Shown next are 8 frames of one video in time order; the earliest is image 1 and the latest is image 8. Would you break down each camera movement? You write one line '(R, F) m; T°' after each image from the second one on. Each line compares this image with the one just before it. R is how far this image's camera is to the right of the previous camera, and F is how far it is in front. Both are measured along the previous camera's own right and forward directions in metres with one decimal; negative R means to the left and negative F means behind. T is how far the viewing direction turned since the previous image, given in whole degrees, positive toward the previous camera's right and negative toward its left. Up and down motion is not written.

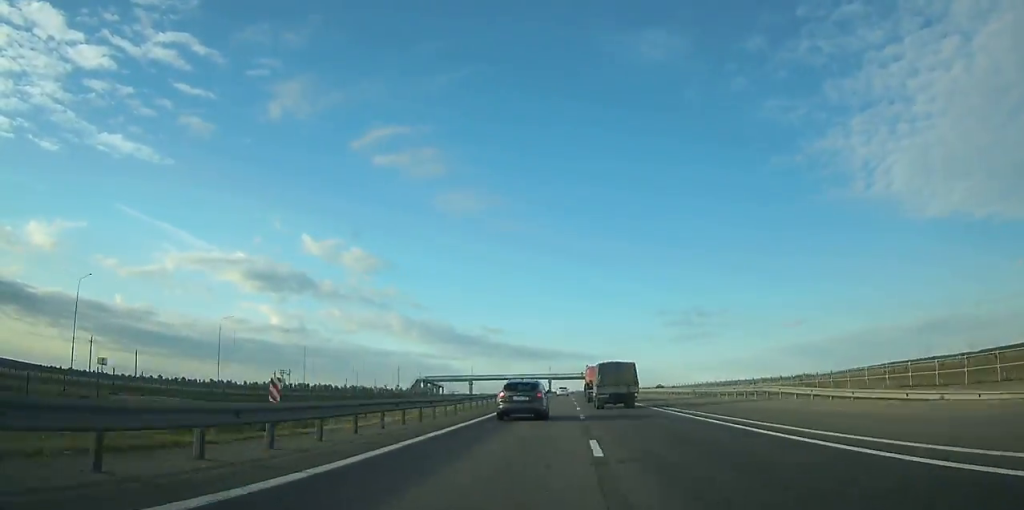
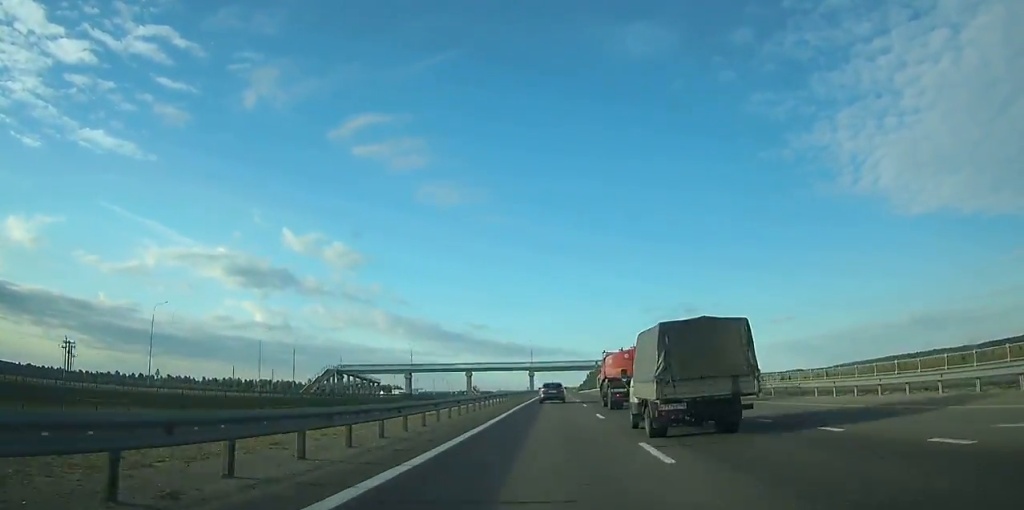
(+0.4, +84.0) m; +1°
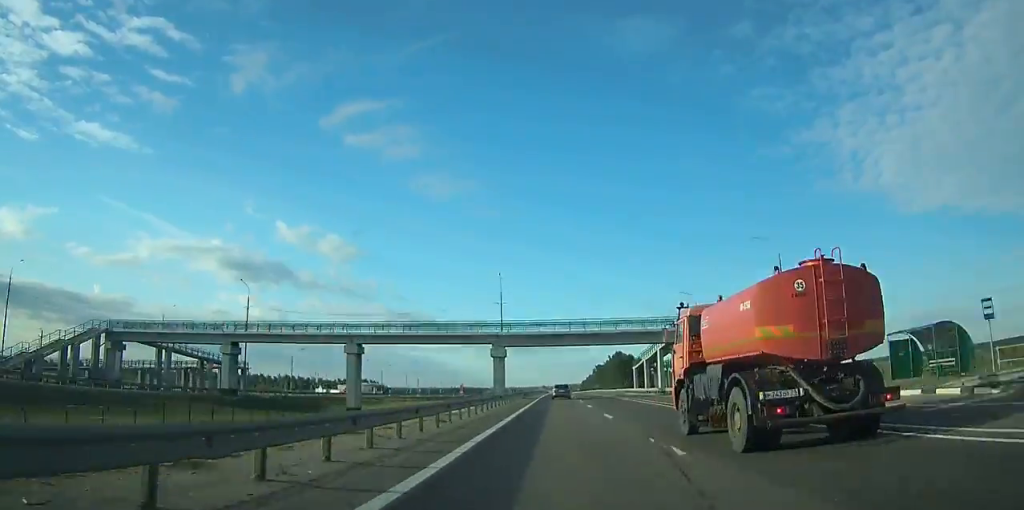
(+0.3, +85.6) m; 0°
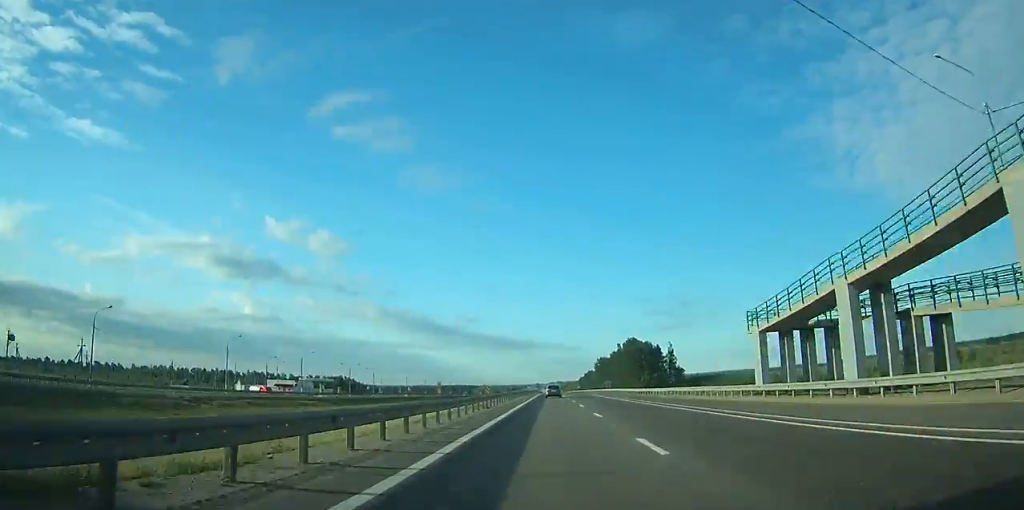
(+0.3, +59.3) m; +1°
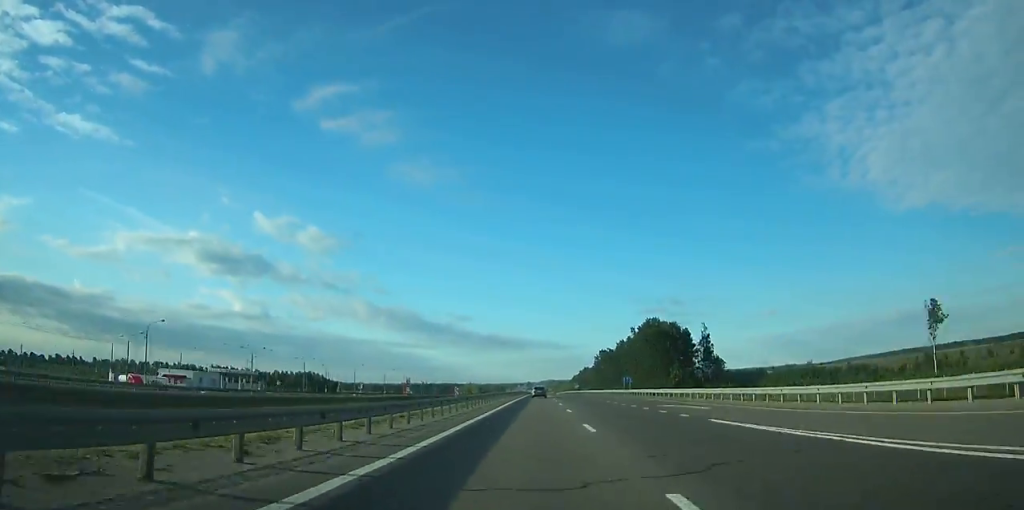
(+0.2, +51.9) m; 0°
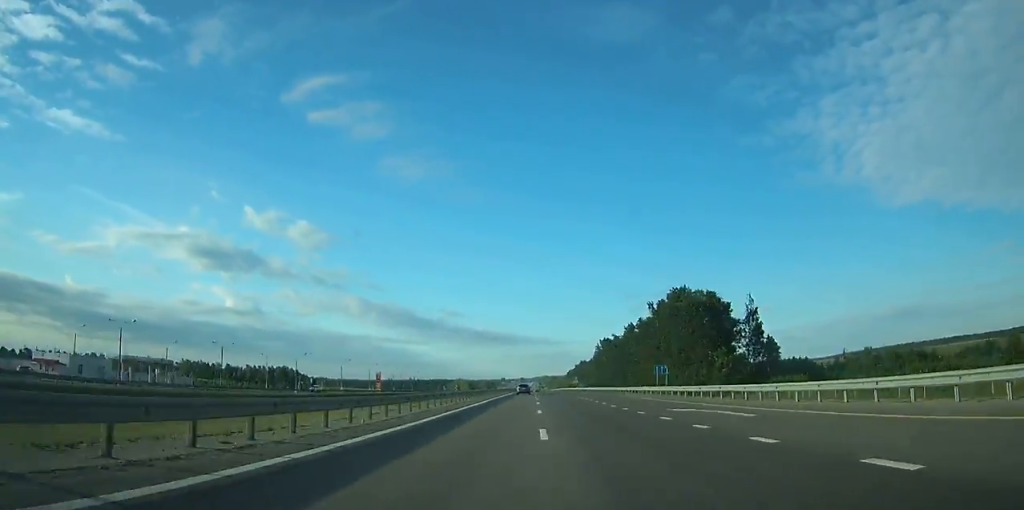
(+0.3, +36.7) m; 0°
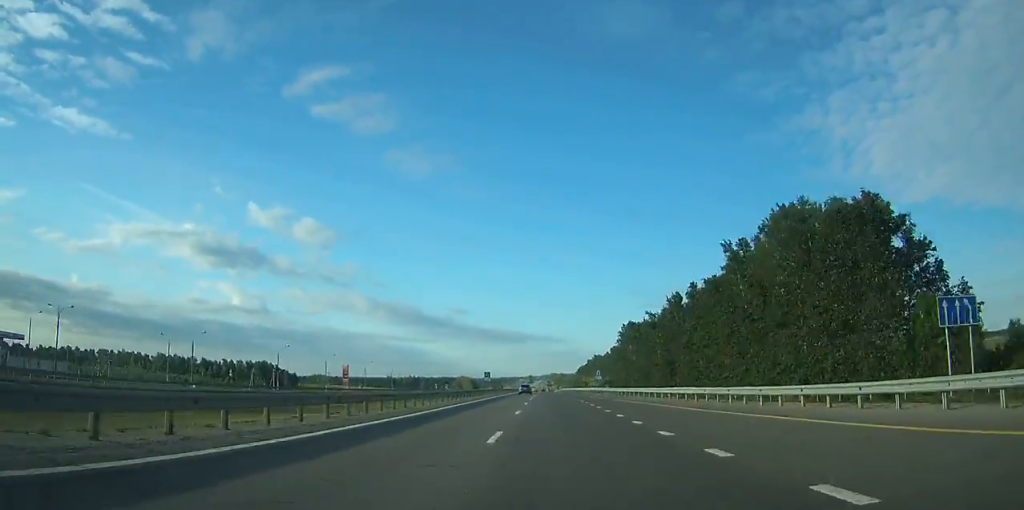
(0.0, +44.6) m; 0°
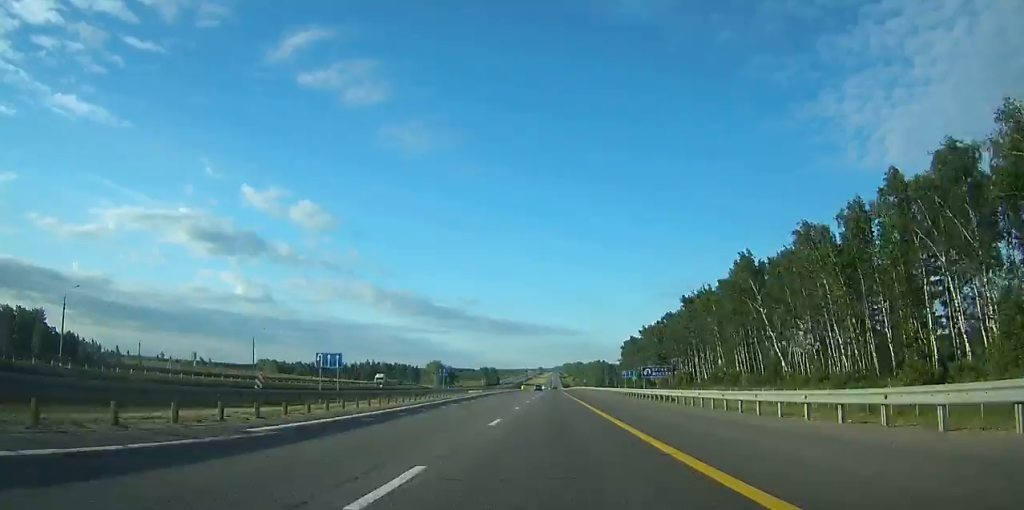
(-2.6, +219.5) m; -1°
